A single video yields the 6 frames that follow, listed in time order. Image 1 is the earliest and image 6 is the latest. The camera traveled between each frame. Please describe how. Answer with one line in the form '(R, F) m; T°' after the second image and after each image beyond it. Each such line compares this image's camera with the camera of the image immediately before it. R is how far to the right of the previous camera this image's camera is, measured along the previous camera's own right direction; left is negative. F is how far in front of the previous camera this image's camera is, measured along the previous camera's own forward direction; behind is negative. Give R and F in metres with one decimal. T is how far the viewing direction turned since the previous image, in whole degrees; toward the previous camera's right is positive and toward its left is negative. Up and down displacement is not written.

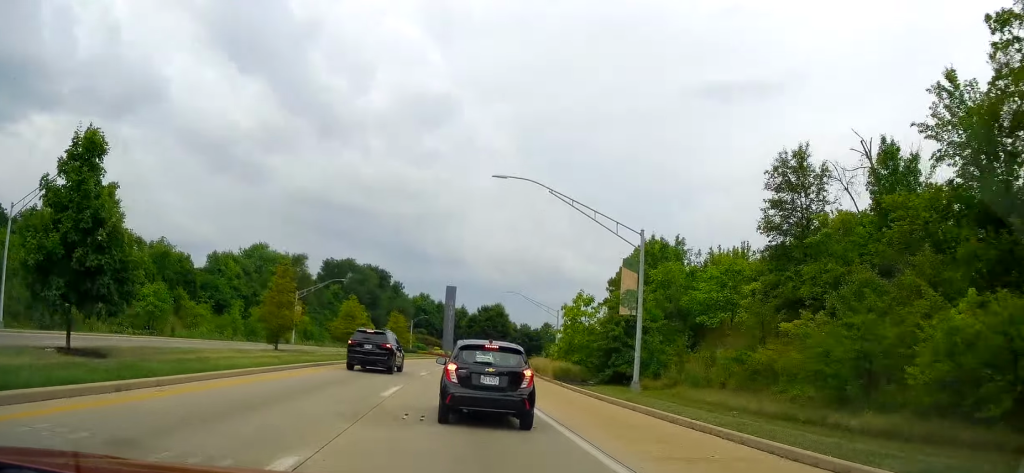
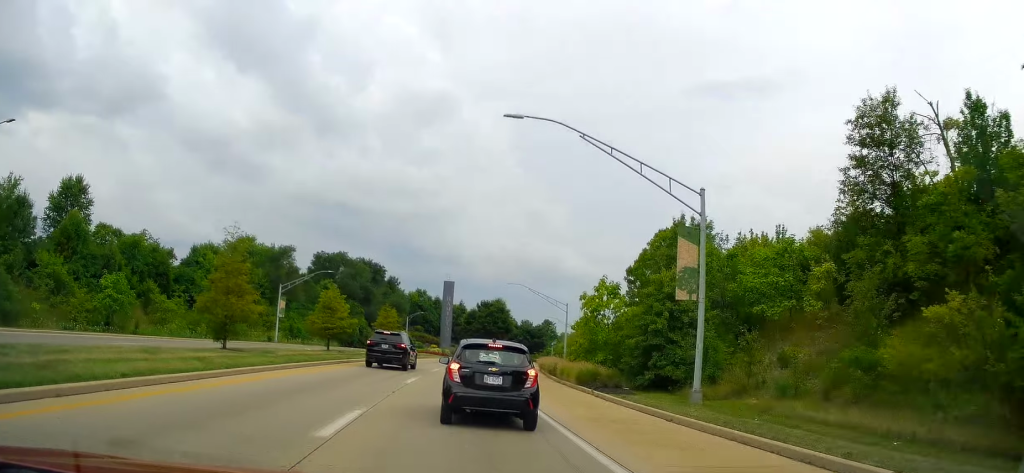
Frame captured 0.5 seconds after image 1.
(+0.1, +7.0) m; 0°
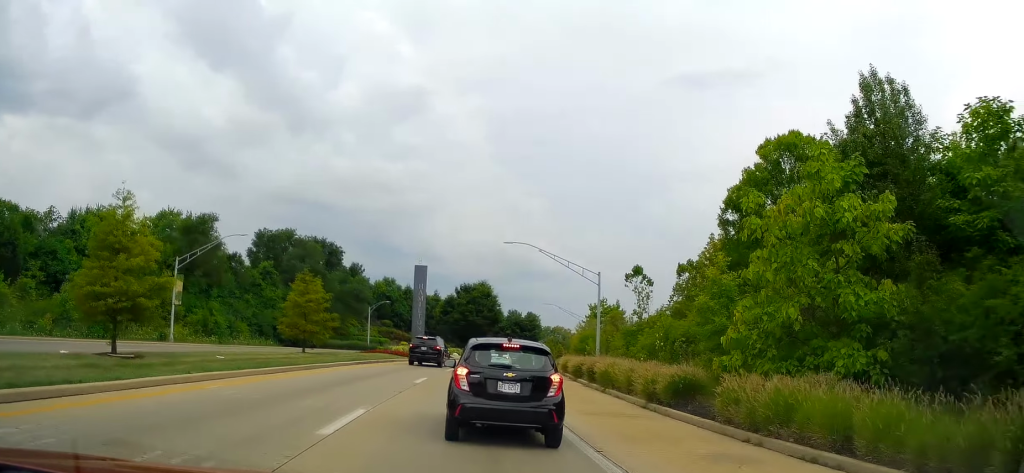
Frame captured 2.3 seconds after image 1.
(-0.7, +23.8) m; +1°
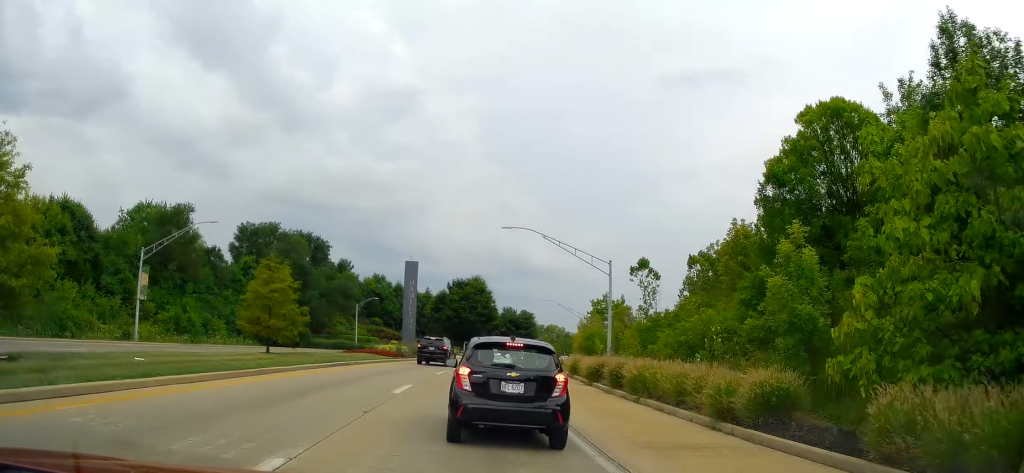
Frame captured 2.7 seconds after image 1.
(+0.2, +5.4) m; 0°
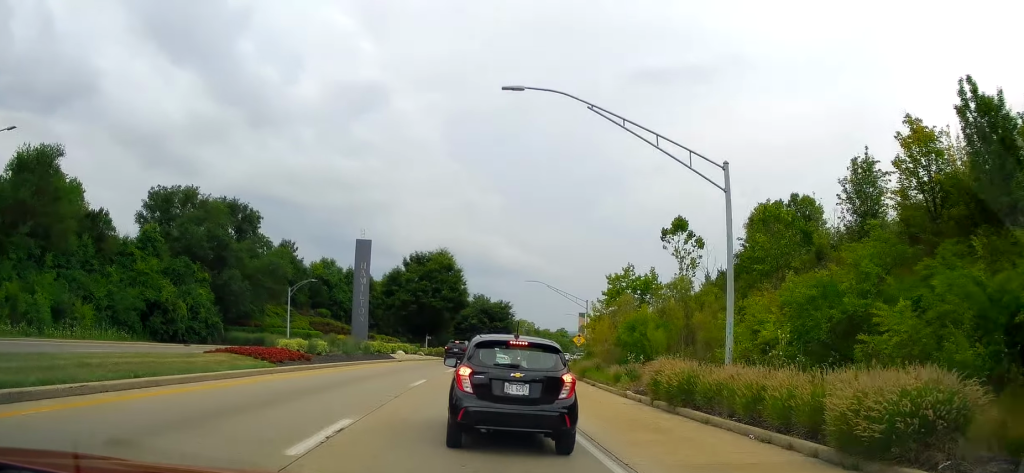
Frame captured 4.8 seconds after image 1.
(+0.3, +23.4) m; +1°
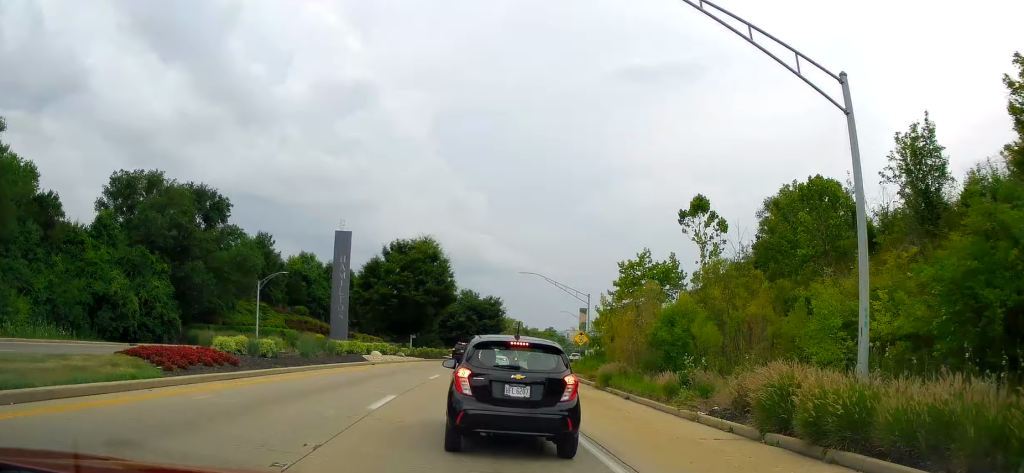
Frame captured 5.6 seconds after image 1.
(+0.2, +8.4) m; +2°
